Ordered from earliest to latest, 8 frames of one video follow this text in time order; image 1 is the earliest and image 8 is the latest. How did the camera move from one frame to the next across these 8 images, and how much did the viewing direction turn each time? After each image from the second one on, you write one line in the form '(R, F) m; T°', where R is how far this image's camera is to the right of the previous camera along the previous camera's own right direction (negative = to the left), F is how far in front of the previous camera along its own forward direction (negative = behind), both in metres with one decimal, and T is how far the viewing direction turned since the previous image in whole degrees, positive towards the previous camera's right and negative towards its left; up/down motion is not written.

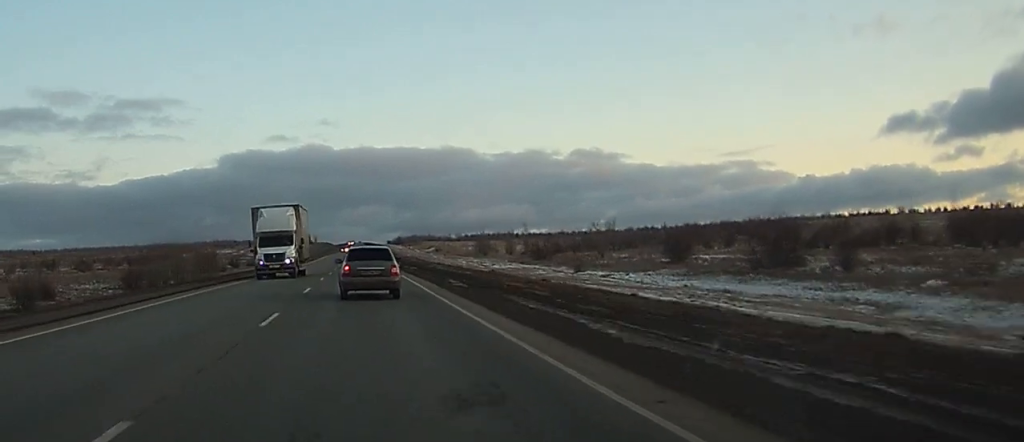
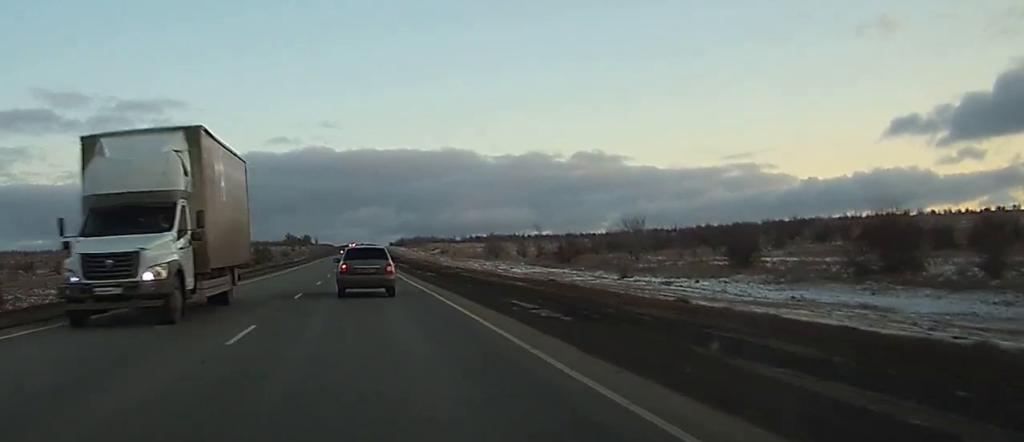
(0.0, +15.5) m; 0°
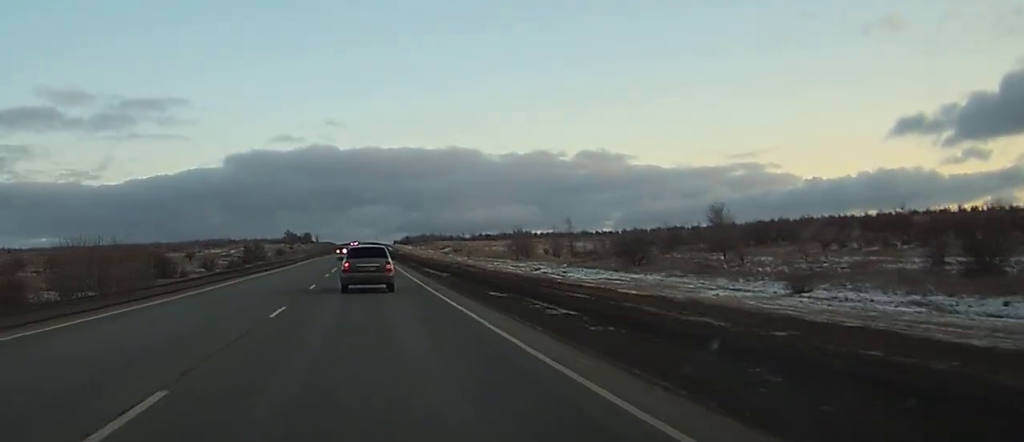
(+0.1, +30.6) m; 0°
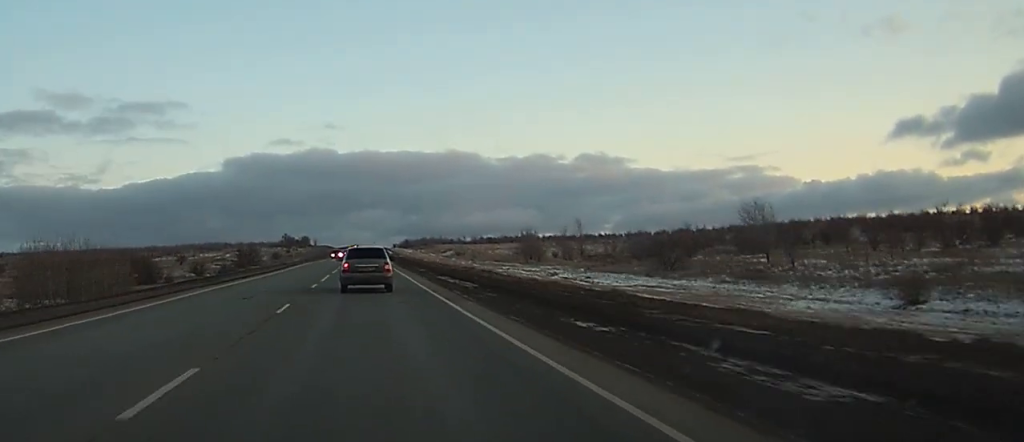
(0.0, +10.2) m; 0°
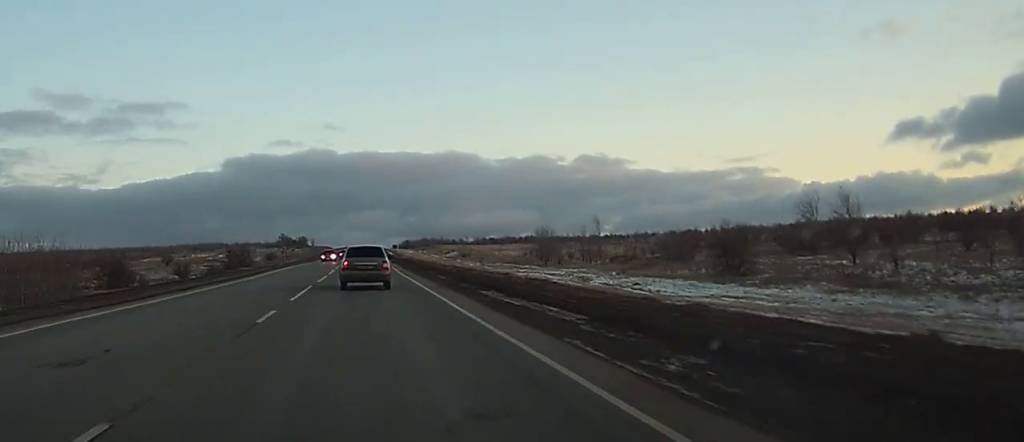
(0.0, +15.1) m; 0°
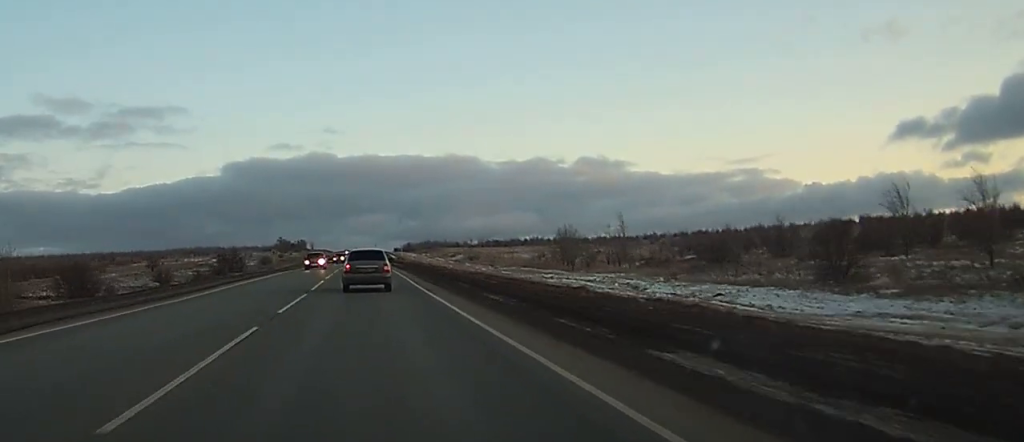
(0.0, +16.0) m; 0°
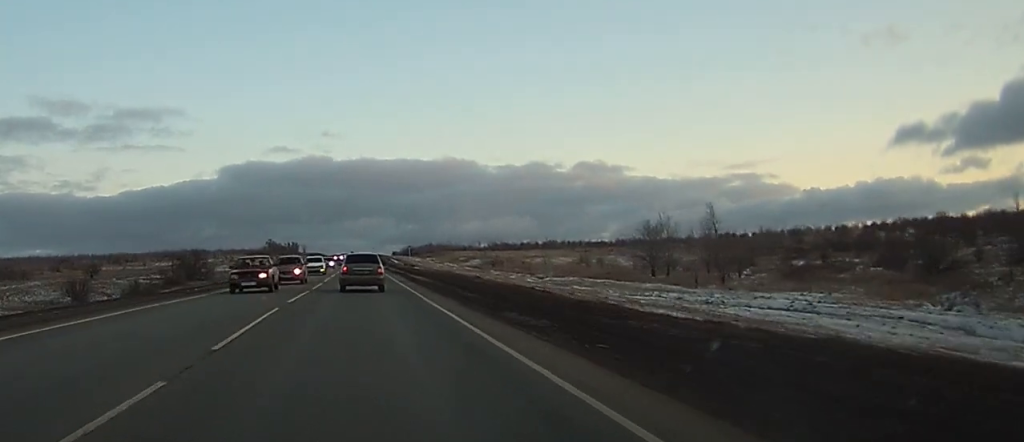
(-0.1, +42.9) m; 0°
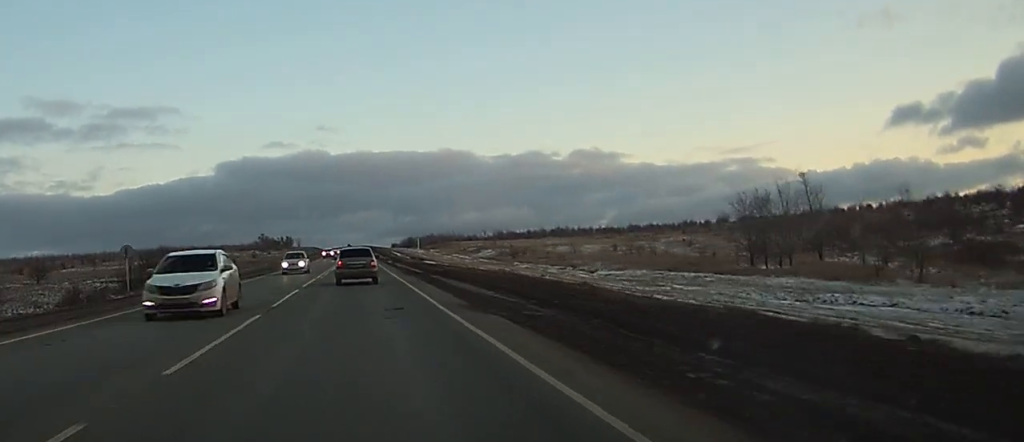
(+0.2, +26.3) m; 0°
